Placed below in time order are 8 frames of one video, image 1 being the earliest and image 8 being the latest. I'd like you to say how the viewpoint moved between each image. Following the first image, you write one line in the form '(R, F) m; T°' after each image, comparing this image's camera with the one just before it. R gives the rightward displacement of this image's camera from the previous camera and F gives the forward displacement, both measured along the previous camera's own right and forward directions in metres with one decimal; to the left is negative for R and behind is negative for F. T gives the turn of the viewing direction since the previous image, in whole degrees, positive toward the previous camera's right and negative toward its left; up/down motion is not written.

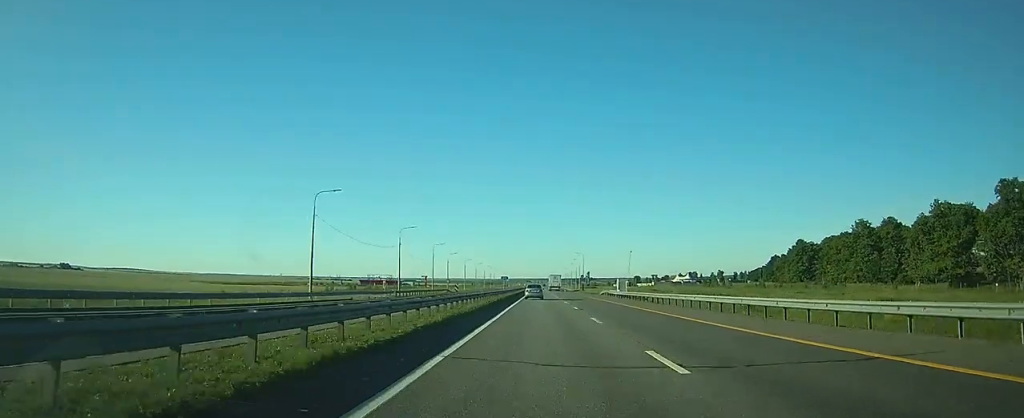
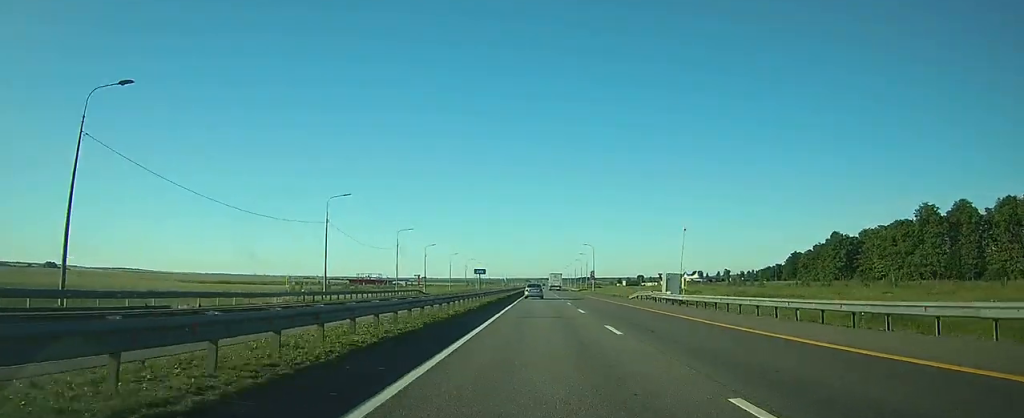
(0.0, +29.0) m; 0°
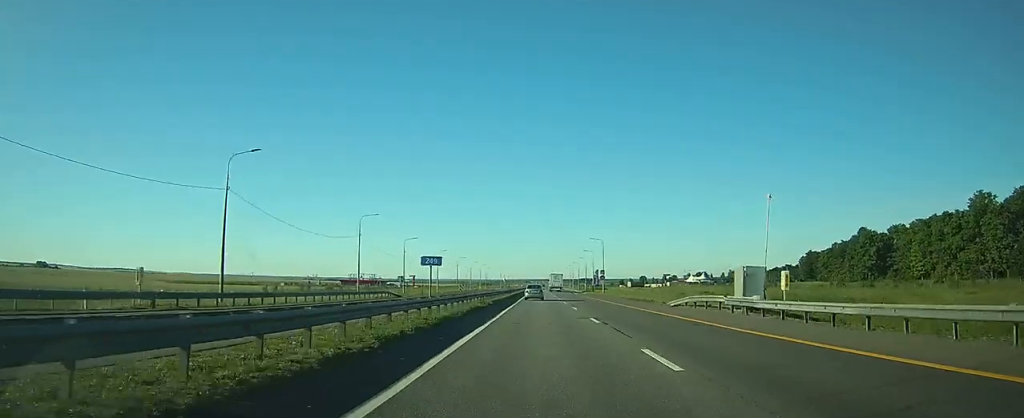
(0.0, +18.6) m; 0°
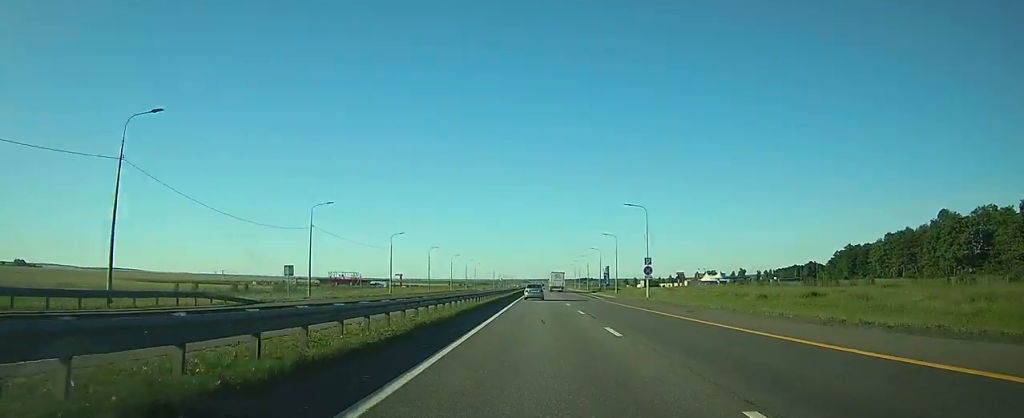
(-0.1, +41.9) m; 0°
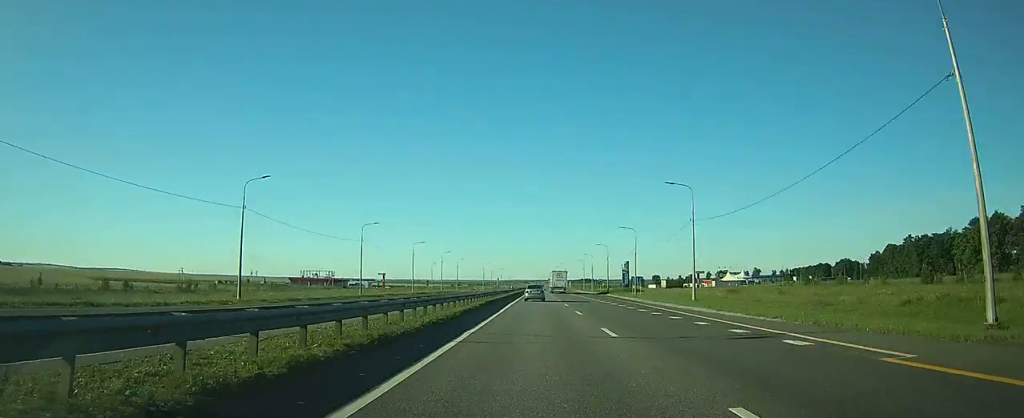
(+0.2, +47.8) m; 0°
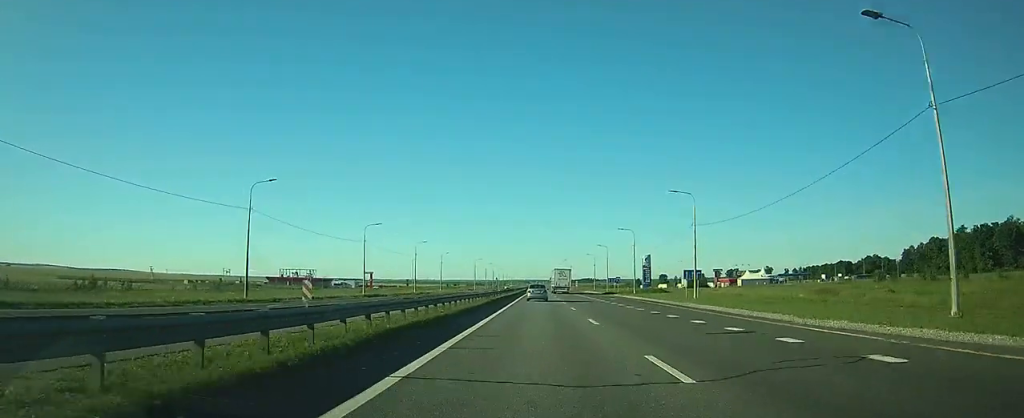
(0.0, +31.5) m; 0°
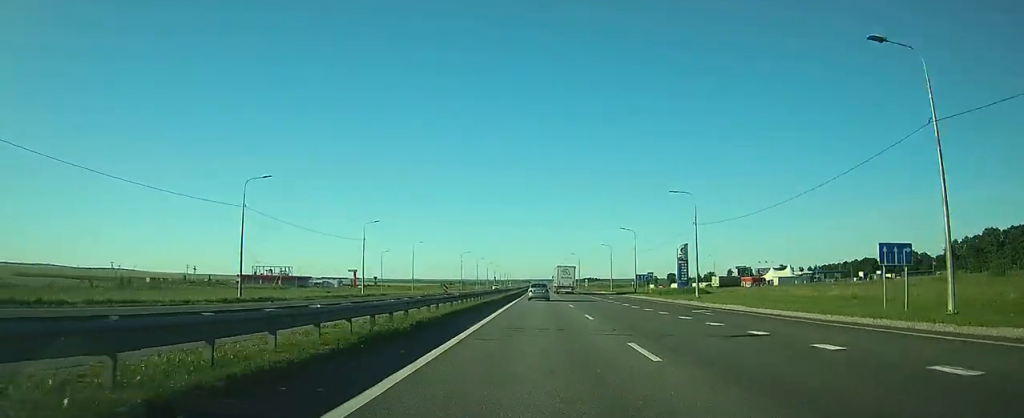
(-0.1, +33.8) m; 0°
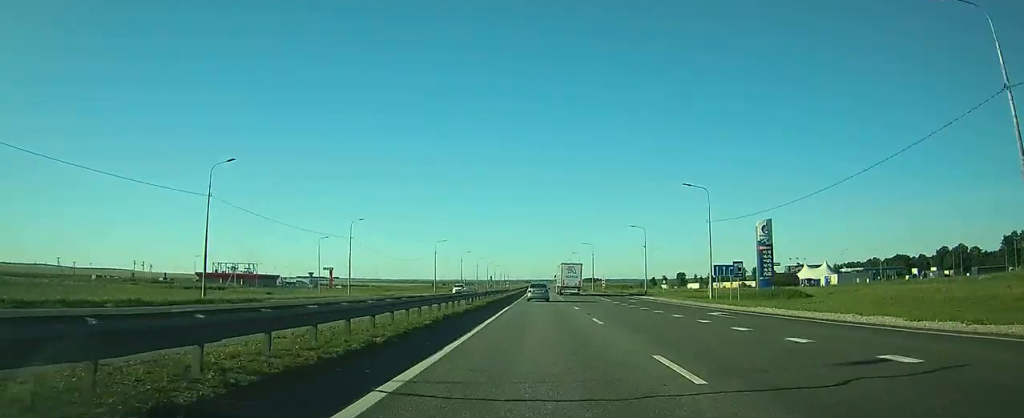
(0.0, +38.4) m; 0°
